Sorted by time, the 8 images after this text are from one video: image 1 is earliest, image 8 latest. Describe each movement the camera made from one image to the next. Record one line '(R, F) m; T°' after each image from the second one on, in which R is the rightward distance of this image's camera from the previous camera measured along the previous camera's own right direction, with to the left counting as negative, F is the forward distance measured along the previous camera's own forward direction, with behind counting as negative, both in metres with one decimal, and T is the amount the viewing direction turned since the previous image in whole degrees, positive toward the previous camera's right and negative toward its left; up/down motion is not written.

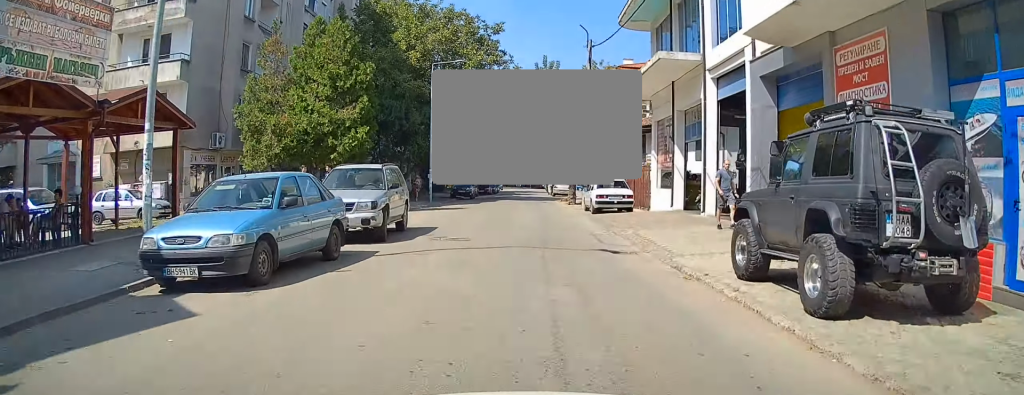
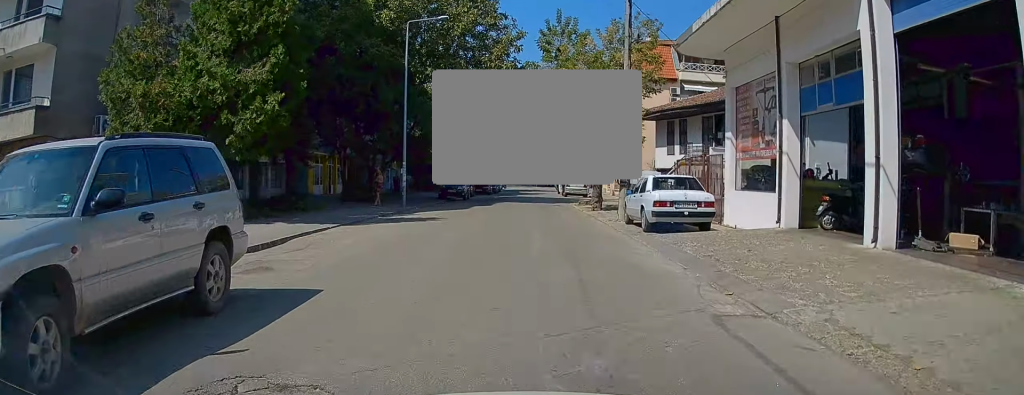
(+0.1, +10.1) m; +2°
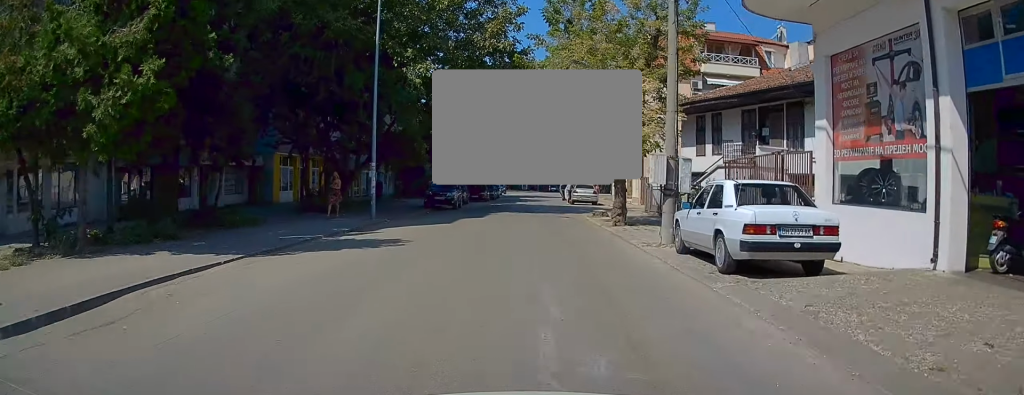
(+0.1, +6.3) m; +1°
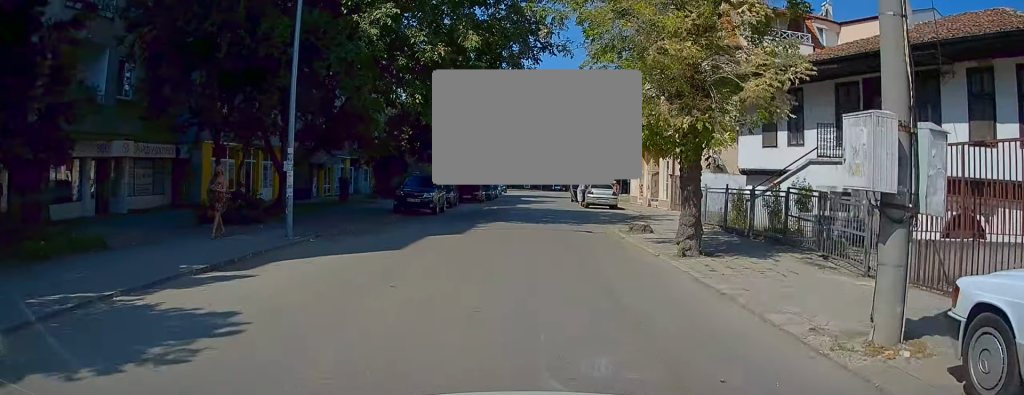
(+0.2, +8.9) m; 0°
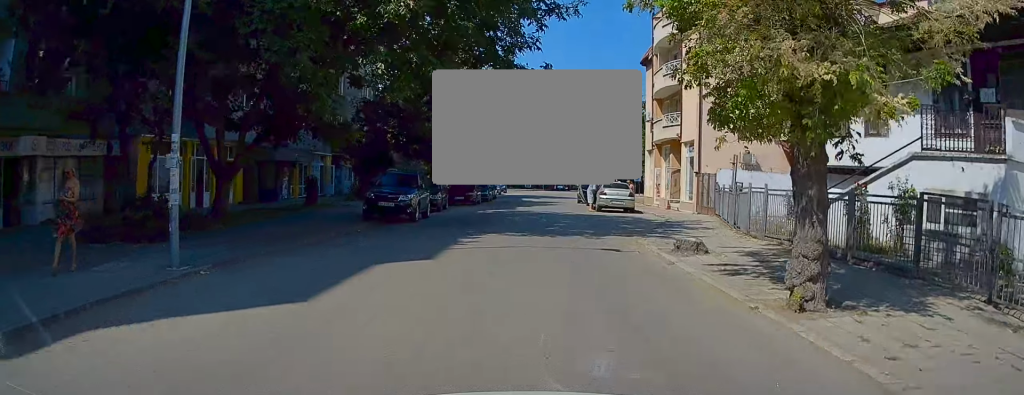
(-0.2, +5.4) m; 0°
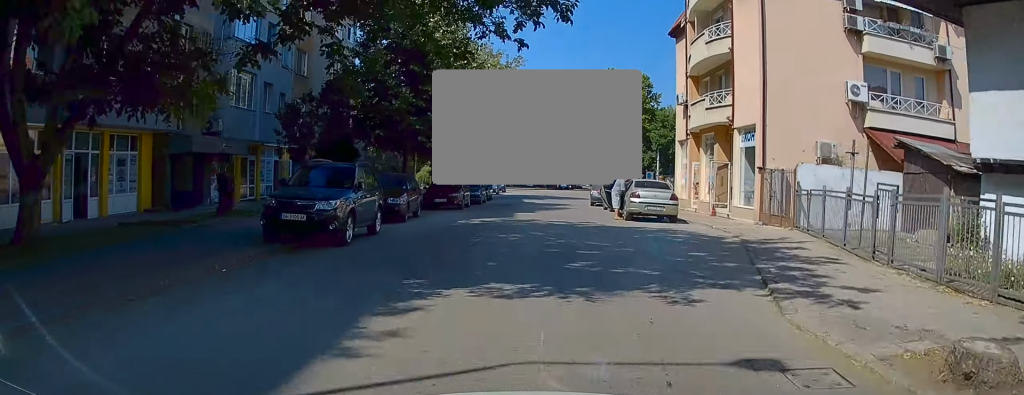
(0.0, +8.7) m; +1°
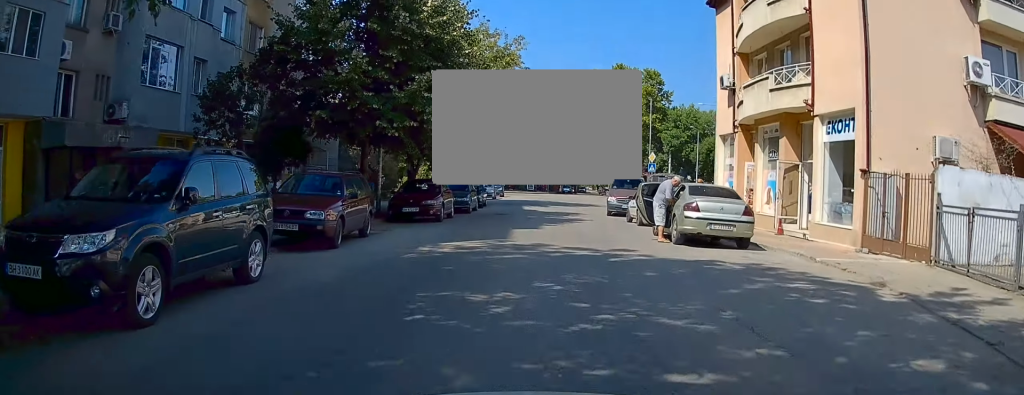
(+0.2, +7.6) m; +1°
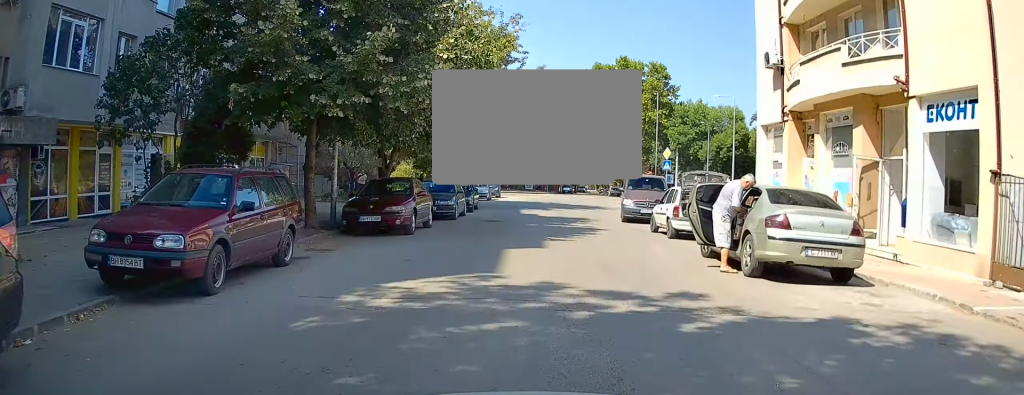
(0.0, +5.3) m; -1°
